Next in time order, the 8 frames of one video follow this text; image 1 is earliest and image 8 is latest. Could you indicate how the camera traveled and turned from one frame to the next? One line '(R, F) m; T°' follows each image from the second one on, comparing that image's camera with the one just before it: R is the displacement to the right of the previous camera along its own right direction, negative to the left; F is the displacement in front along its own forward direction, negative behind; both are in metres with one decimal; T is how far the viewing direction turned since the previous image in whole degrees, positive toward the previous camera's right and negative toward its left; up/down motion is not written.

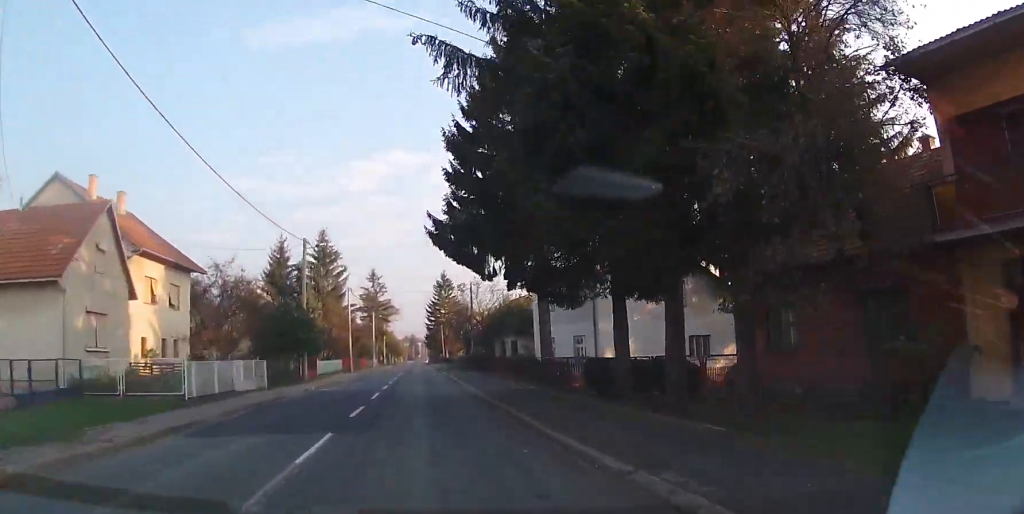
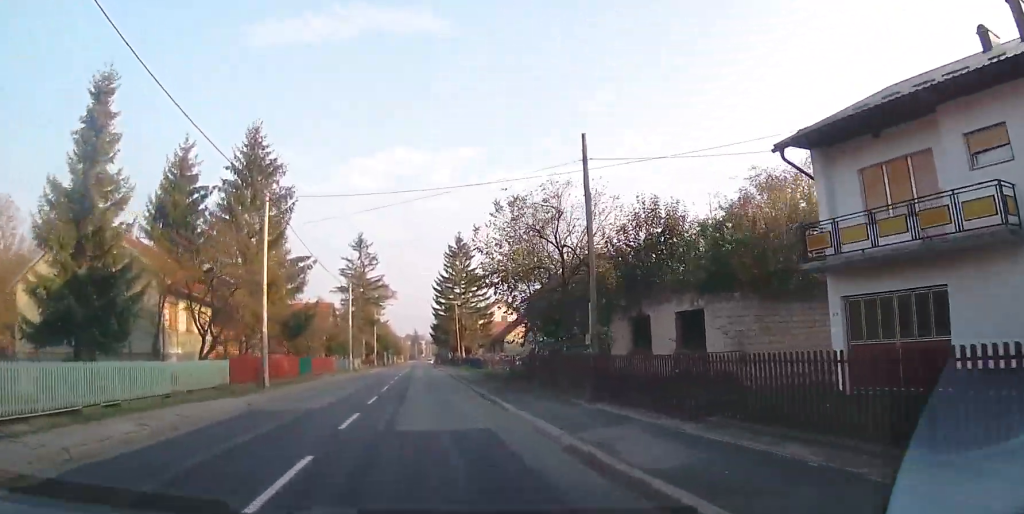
(-0.6, +34.9) m; -1°
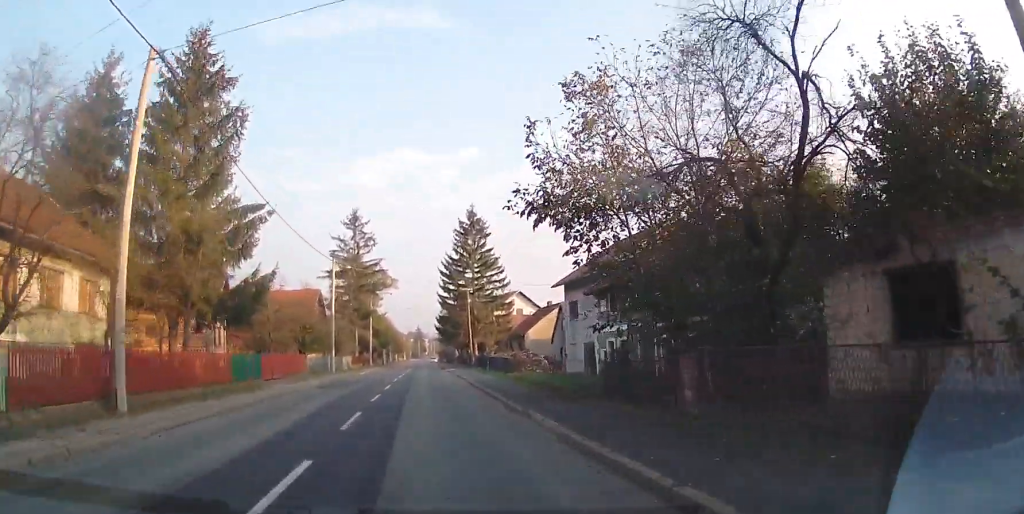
(0.0, +13.3) m; -1°
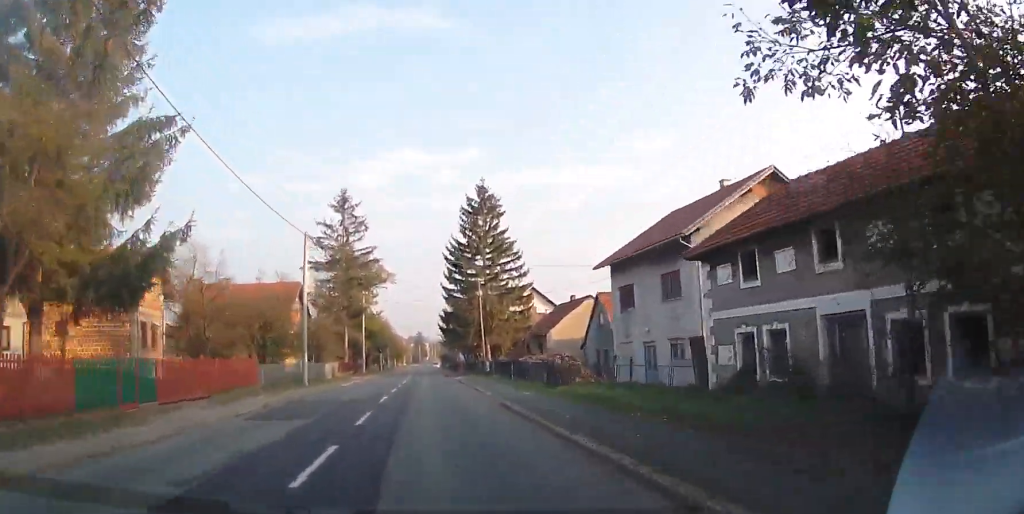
(-0.1, +10.9) m; 0°
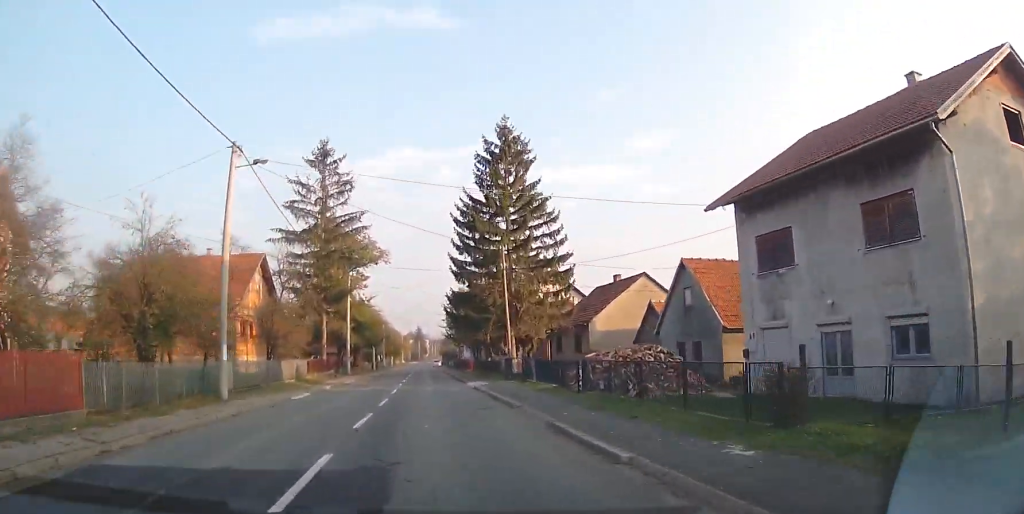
(+0.1, +14.1) m; +1°
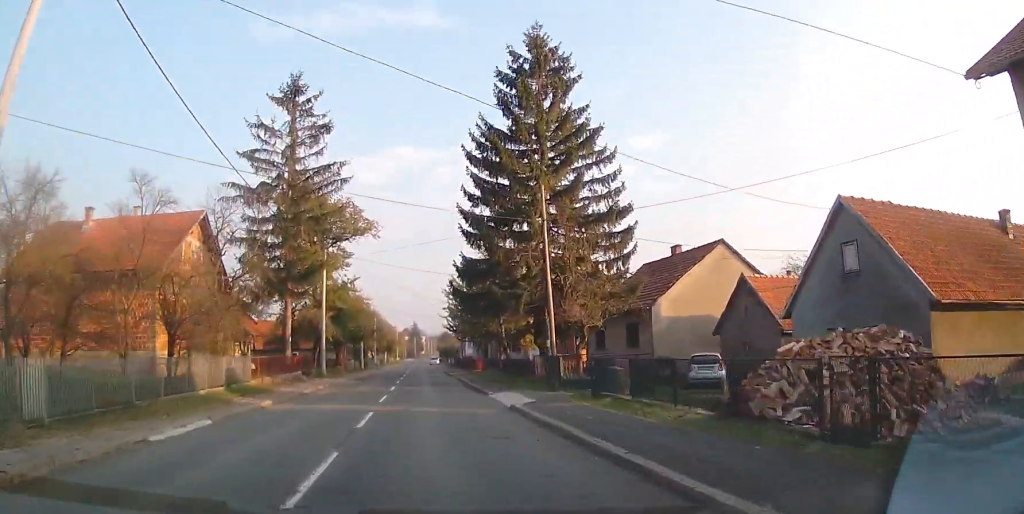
(+0.3, +12.2) m; 0°
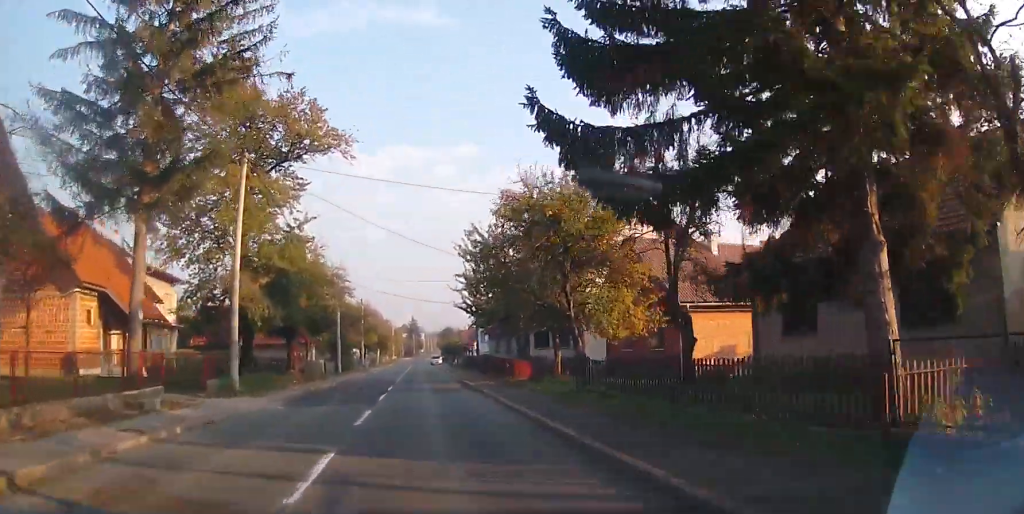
(-0.5, +20.2) m; -2°
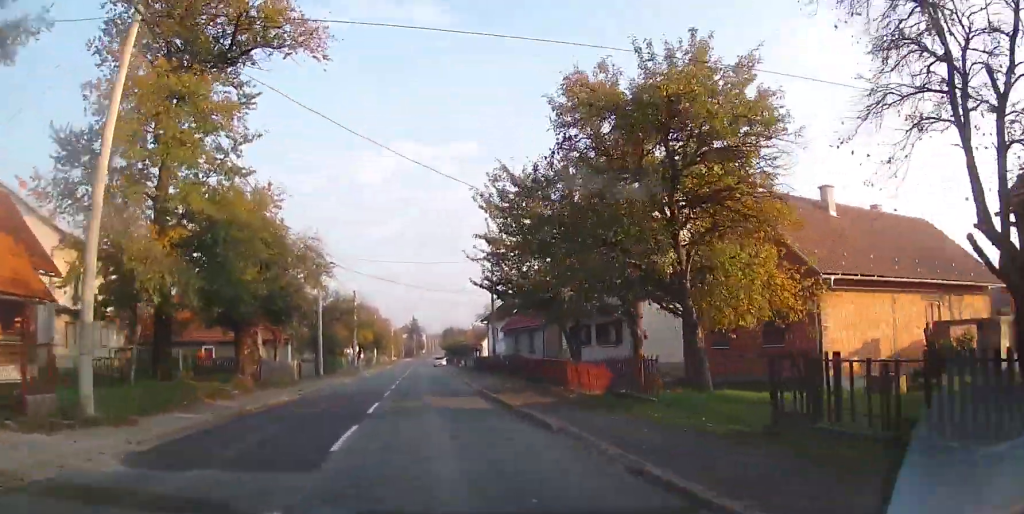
(0.0, +10.5) m; 0°
